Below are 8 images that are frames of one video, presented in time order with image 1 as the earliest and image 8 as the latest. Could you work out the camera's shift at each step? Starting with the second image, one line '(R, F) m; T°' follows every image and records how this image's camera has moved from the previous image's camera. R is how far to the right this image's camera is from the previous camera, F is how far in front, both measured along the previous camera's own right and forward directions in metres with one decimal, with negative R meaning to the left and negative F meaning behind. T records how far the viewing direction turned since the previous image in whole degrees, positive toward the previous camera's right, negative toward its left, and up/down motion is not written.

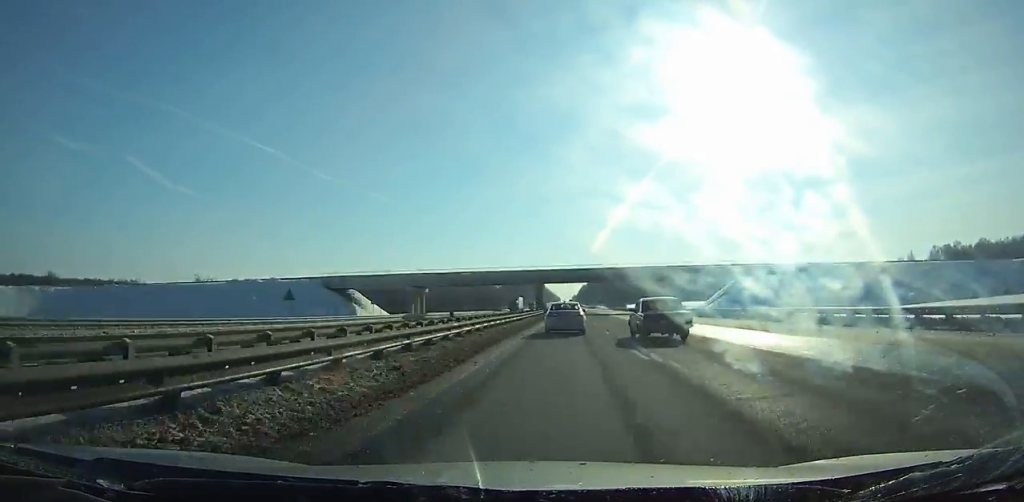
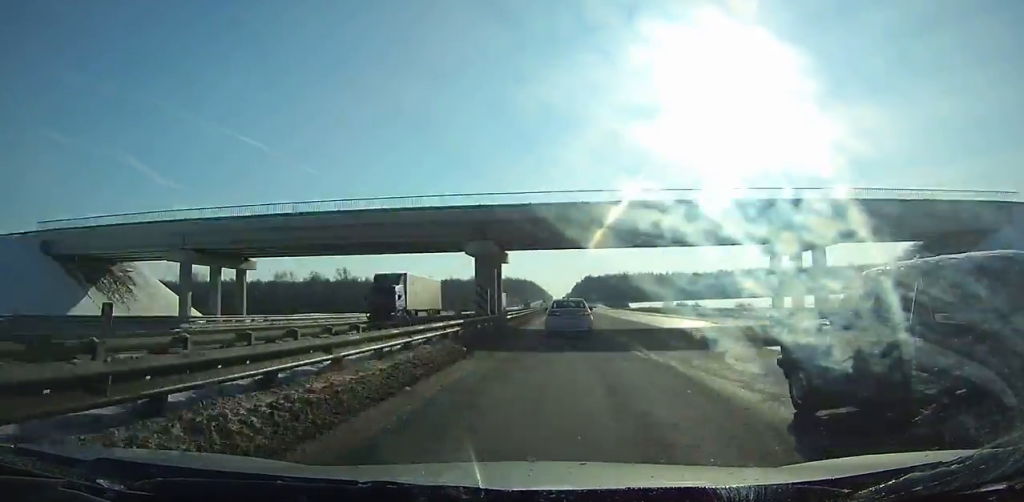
(+0.4, +58.8) m; +1°
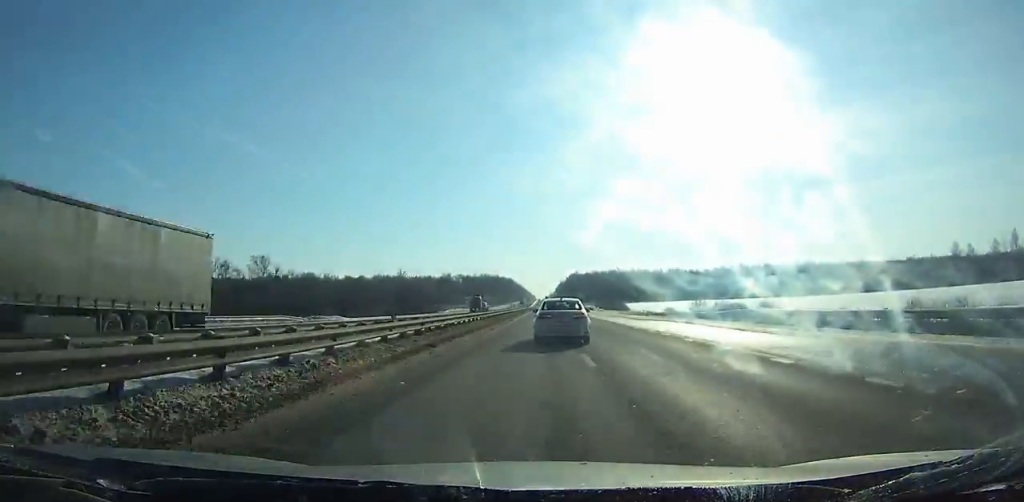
(+0.3, +58.9) m; +1°
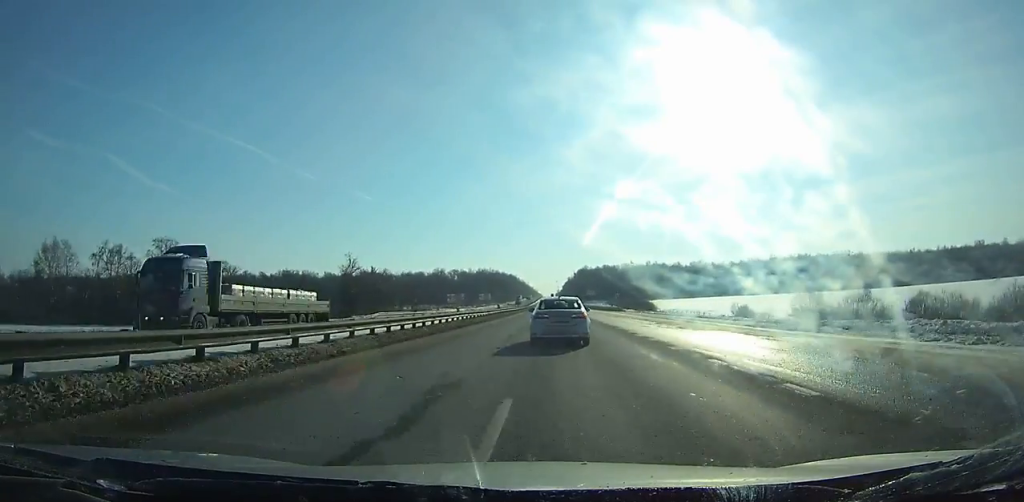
(+0.3, +55.5) m; 0°
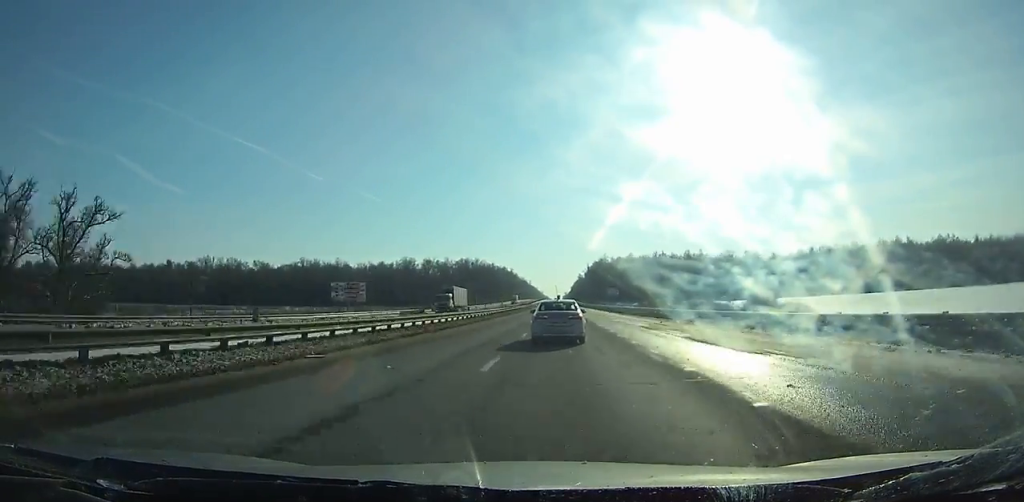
(-0.6, +116.8) m; -1°
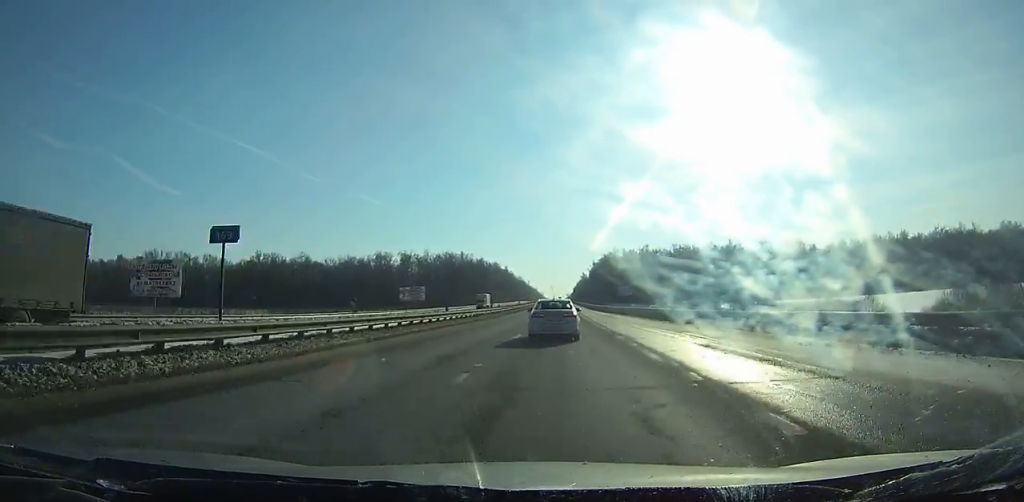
(0.0, +48.9) m; 0°
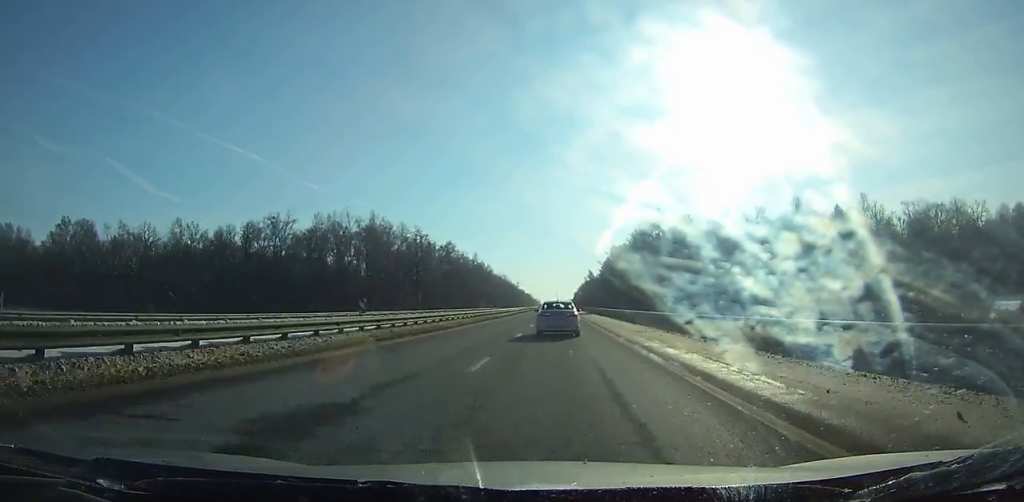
(+0.4, +119.1) m; 0°
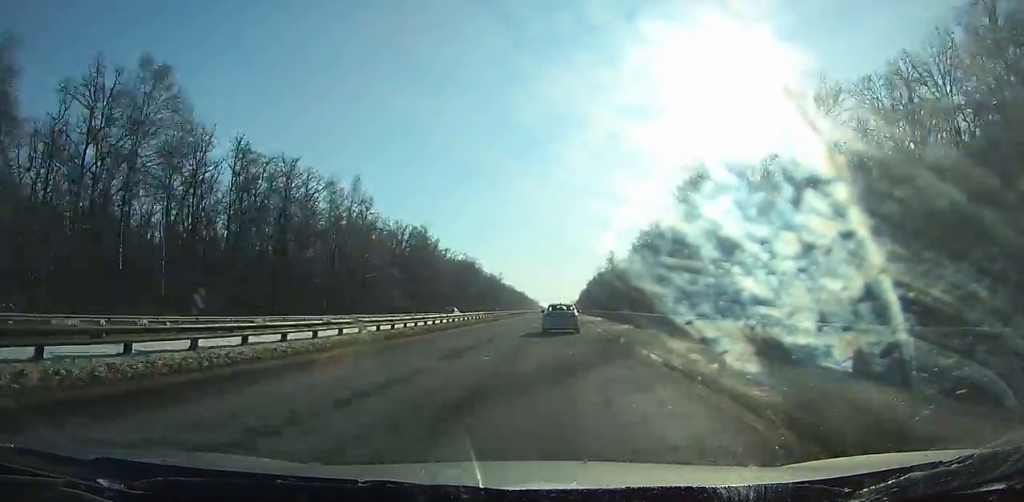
(-0.3, +132.1) m; 0°
